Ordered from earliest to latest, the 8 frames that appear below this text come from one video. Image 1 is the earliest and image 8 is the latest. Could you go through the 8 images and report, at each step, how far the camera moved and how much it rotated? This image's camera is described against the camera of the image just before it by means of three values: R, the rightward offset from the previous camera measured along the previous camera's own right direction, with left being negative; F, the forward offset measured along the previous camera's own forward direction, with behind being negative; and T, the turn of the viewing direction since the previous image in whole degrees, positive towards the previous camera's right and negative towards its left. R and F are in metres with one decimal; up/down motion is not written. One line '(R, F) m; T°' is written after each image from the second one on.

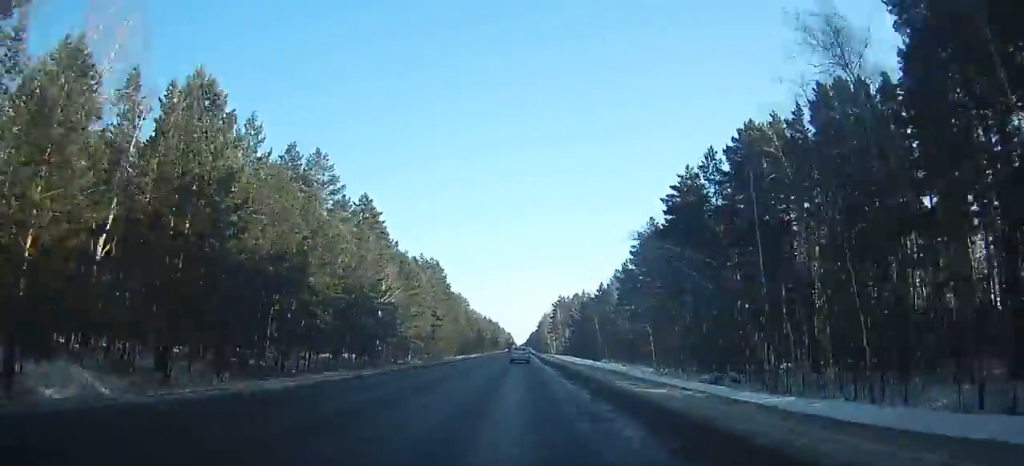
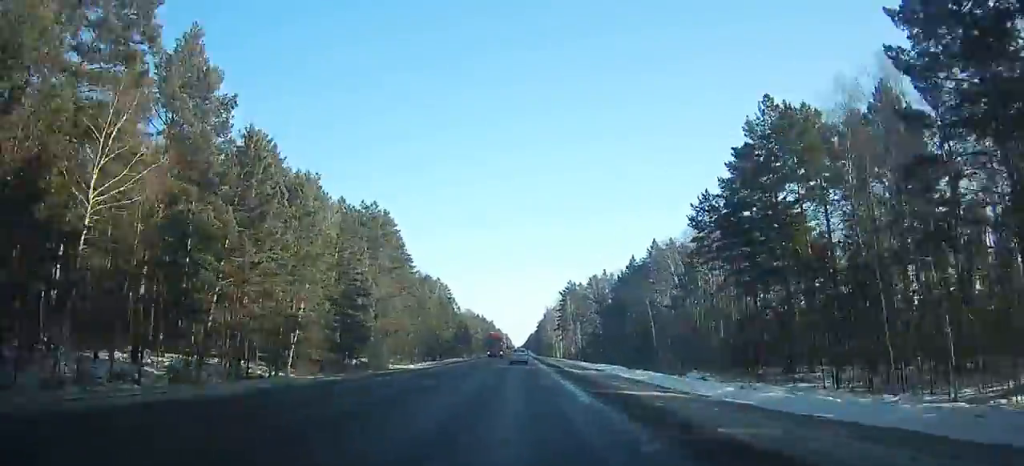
(+0.1, +54.5) m; 0°
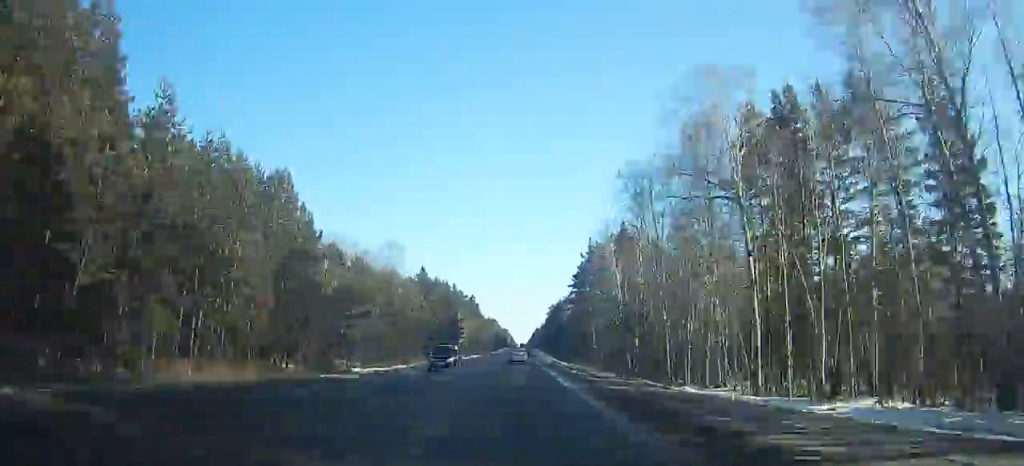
(+0.2, +172.4) m; 0°
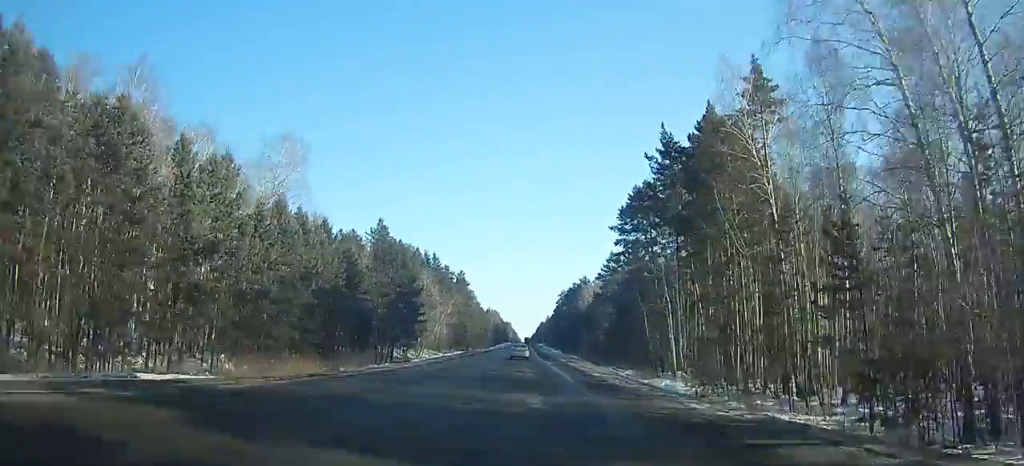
(0.0, +57.1) m; 0°
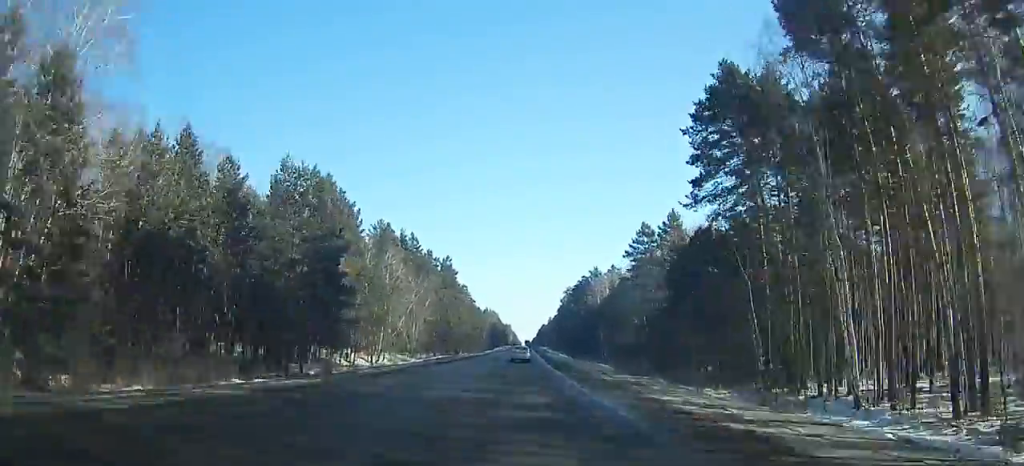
(0.0, +32.5) m; 0°
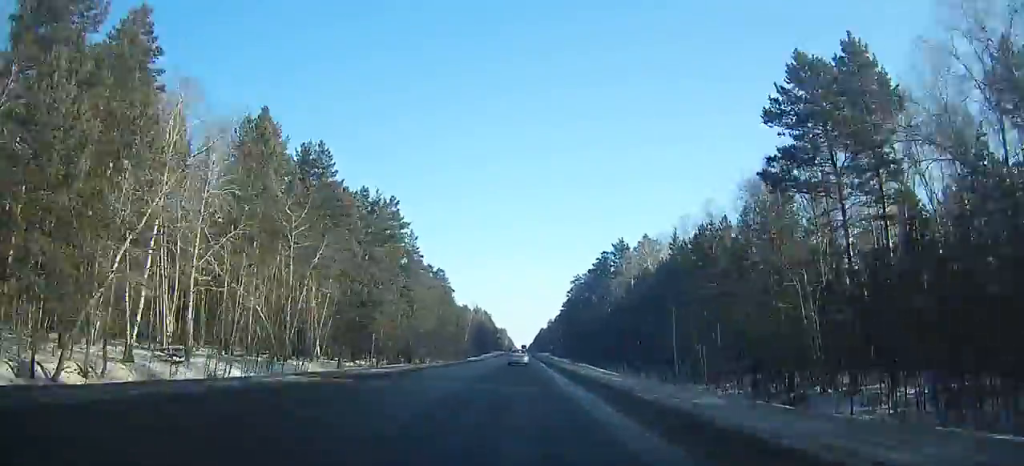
(+0.1, +55.1) m; 0°
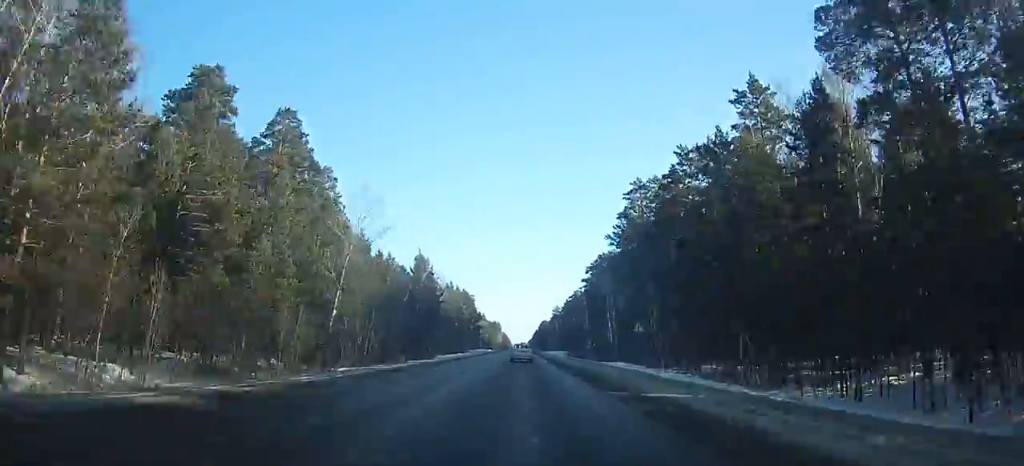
(+0.7, +110.0) m; 0°
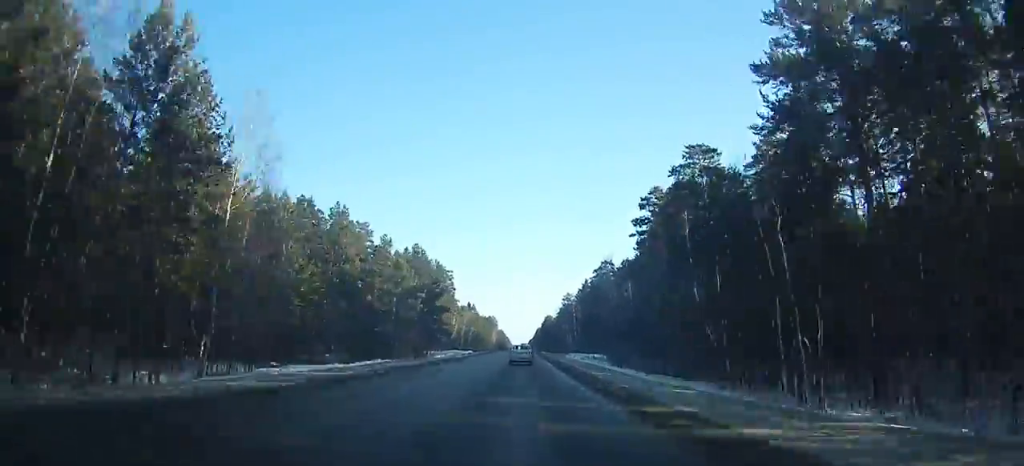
(-0.9, +76.9) m; 0°
